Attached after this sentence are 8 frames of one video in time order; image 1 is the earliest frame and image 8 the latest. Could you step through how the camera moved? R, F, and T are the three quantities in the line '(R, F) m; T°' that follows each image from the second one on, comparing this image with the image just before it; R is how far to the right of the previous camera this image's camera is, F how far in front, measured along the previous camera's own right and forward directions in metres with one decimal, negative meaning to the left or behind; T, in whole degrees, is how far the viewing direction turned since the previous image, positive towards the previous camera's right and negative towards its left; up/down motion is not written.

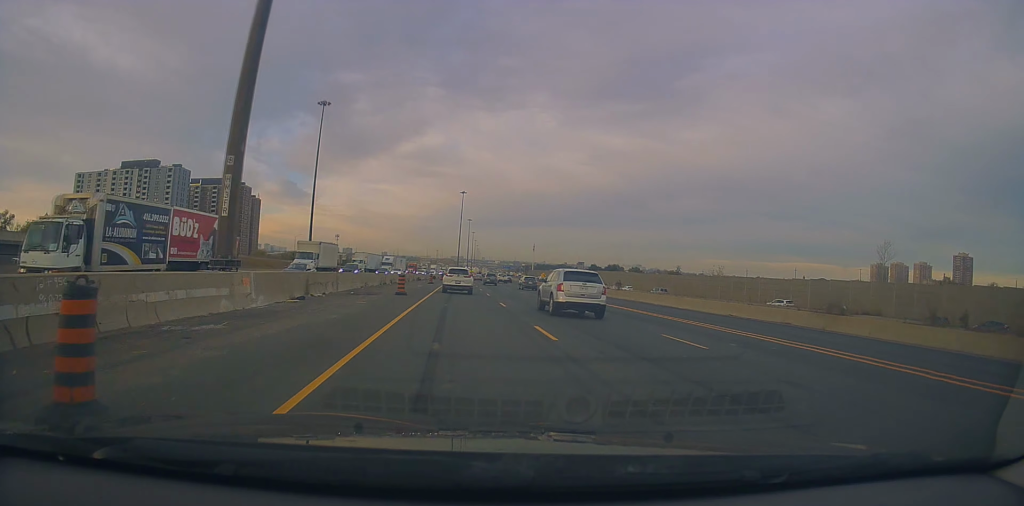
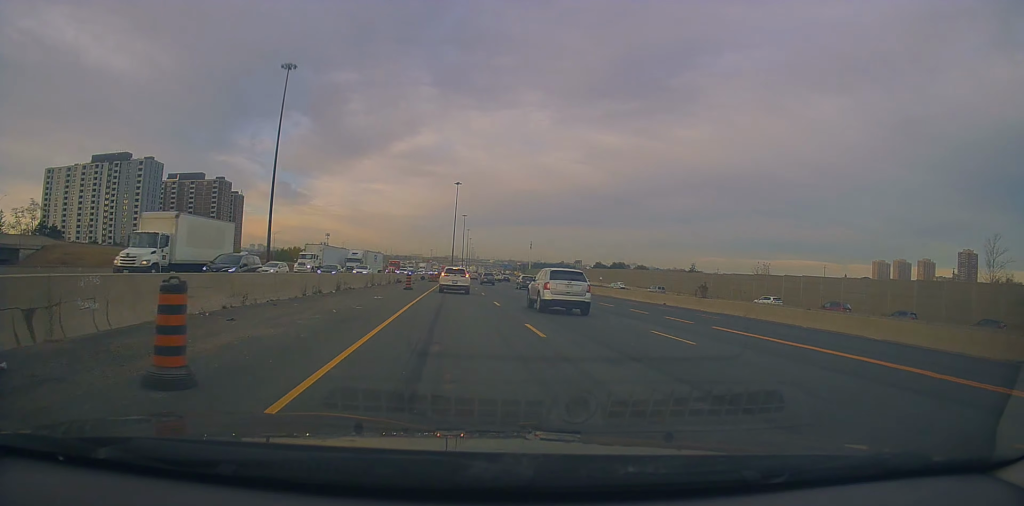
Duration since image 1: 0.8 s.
(-0.2, +22.5) m; +1°
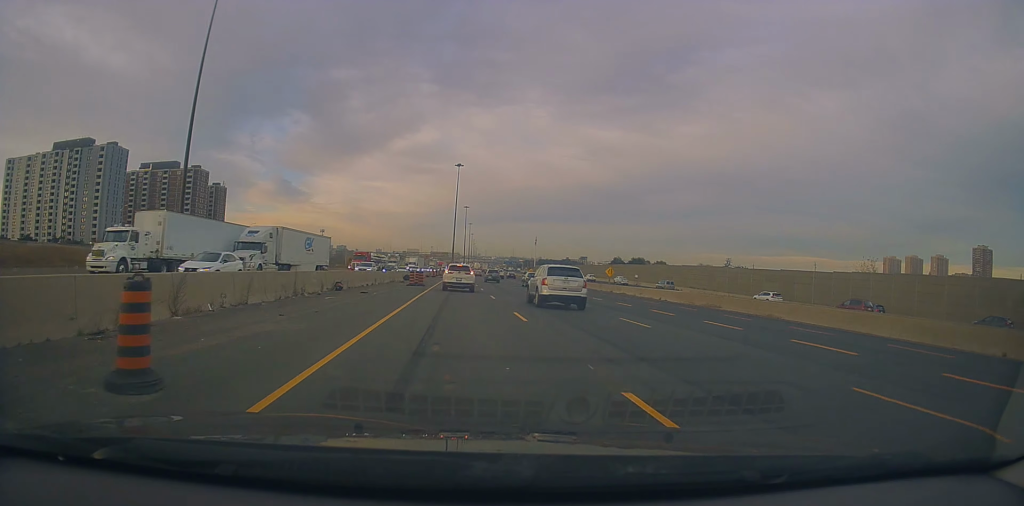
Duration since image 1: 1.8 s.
(+1.1, +32.4) m; +2°
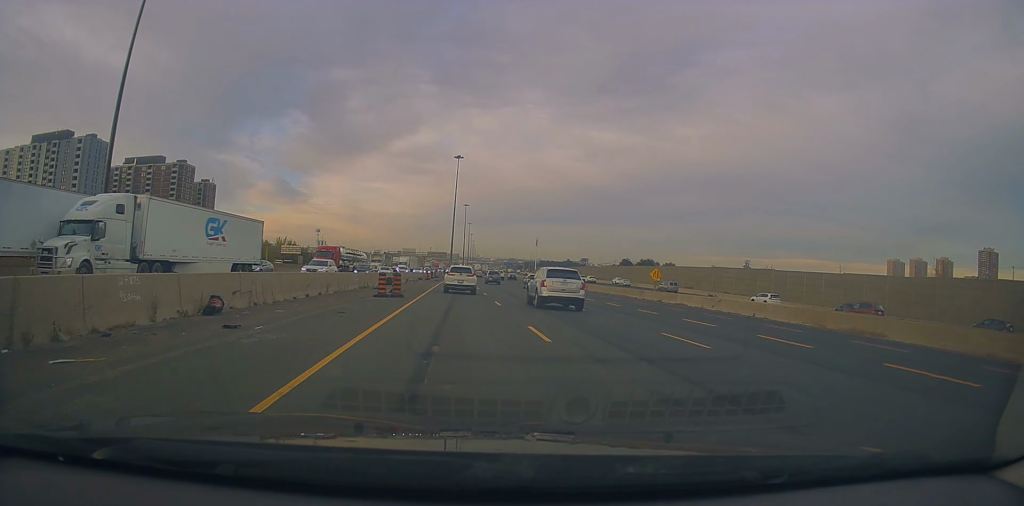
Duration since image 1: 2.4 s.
(0.0, +16.7) m; 0°
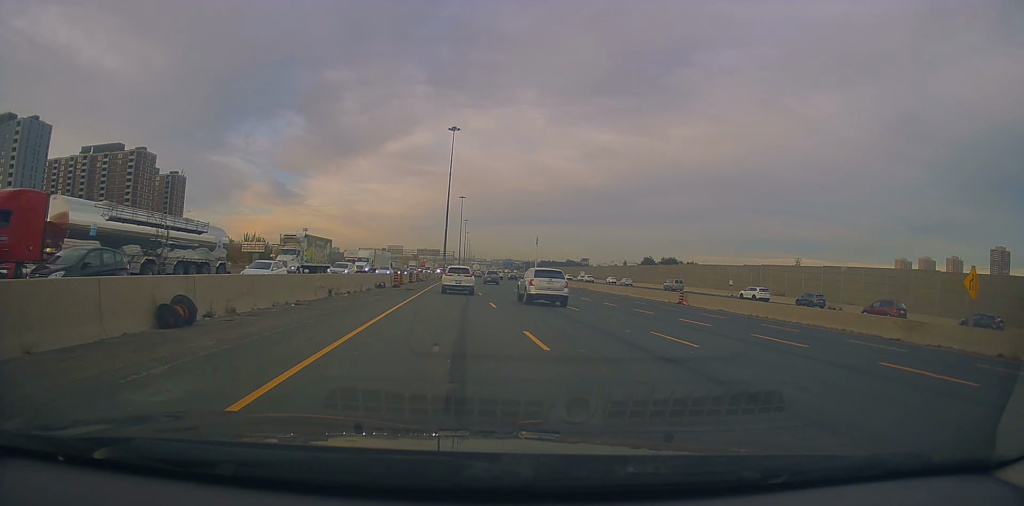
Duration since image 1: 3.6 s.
(-0.1, +36.4) m; +1°
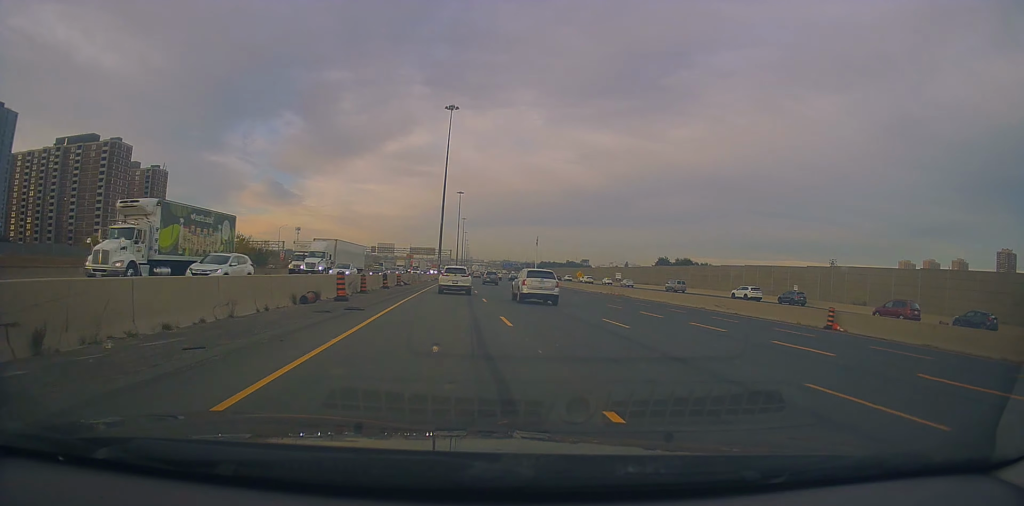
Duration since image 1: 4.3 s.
(+0.4, +19.5) m; 0°
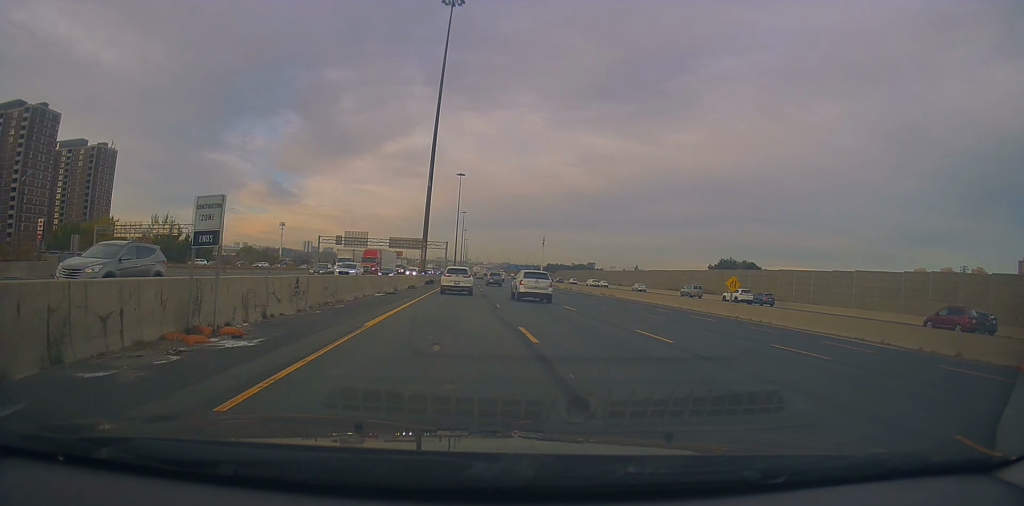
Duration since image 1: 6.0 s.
(-0.6, +50.7) m; -1°
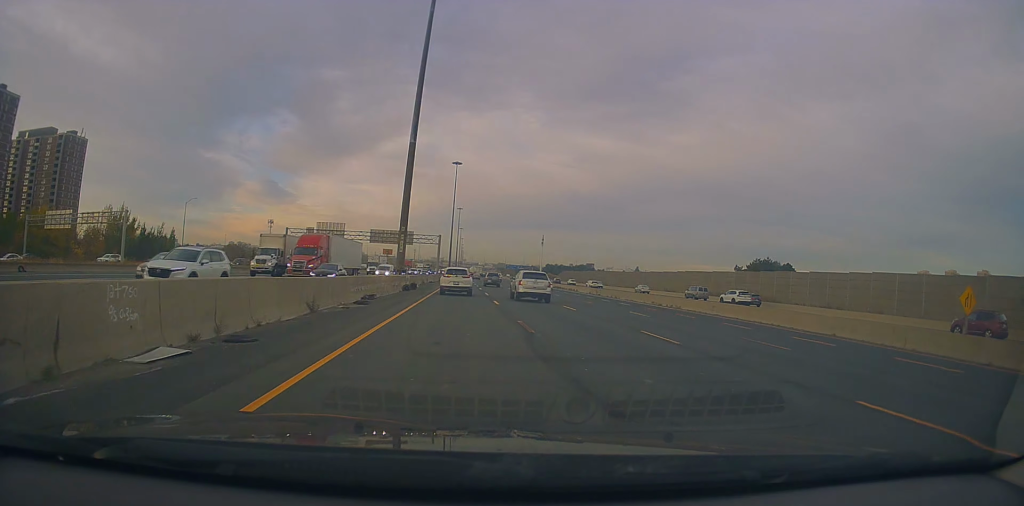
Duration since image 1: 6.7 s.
(0.0, +21.5) m; +1°
